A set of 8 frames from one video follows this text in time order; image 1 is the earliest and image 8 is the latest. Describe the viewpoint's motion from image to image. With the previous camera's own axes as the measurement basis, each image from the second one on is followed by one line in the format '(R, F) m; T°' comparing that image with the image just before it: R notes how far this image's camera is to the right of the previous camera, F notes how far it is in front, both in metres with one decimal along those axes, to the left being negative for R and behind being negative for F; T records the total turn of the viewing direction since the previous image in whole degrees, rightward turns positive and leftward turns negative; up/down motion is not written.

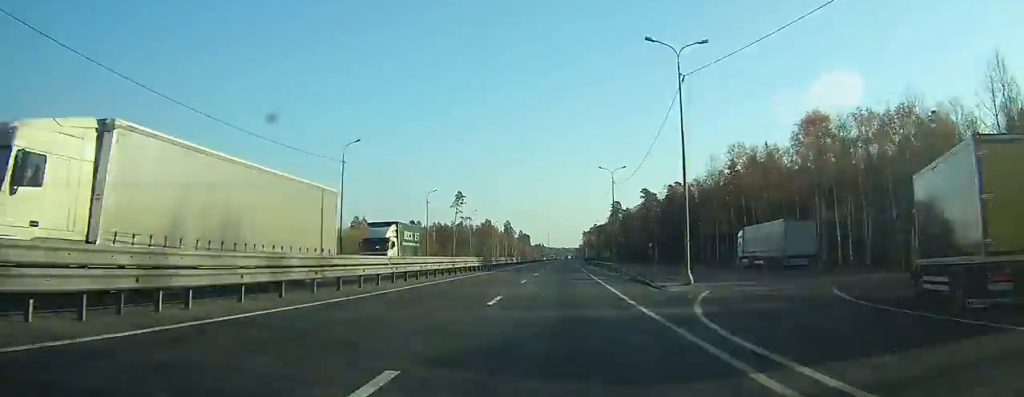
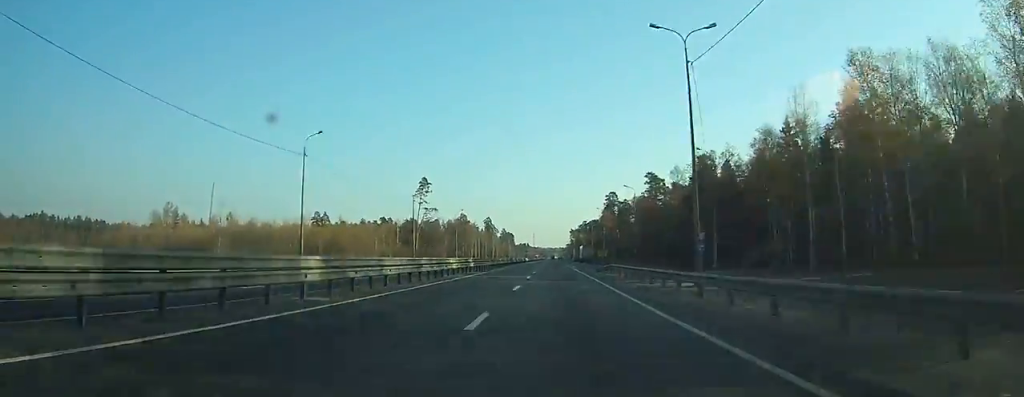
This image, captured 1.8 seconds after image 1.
(+0.6, +41.3) m; +1°
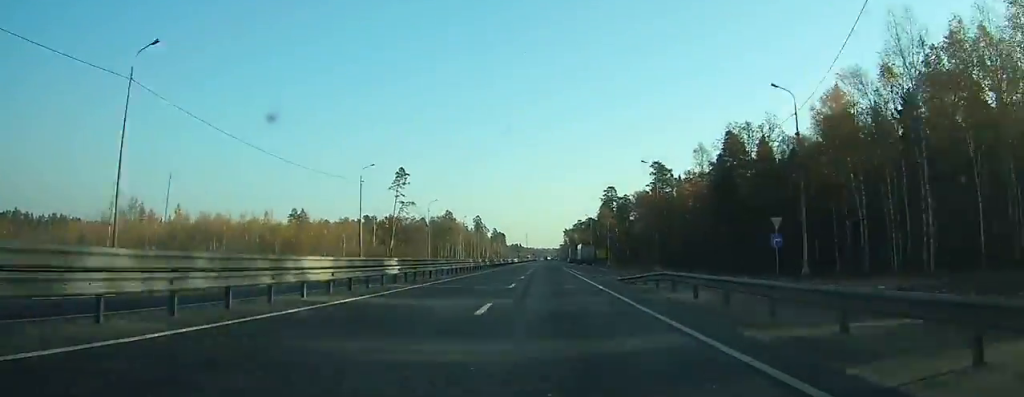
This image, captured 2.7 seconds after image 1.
(+0.1, +21.5) m; 0°
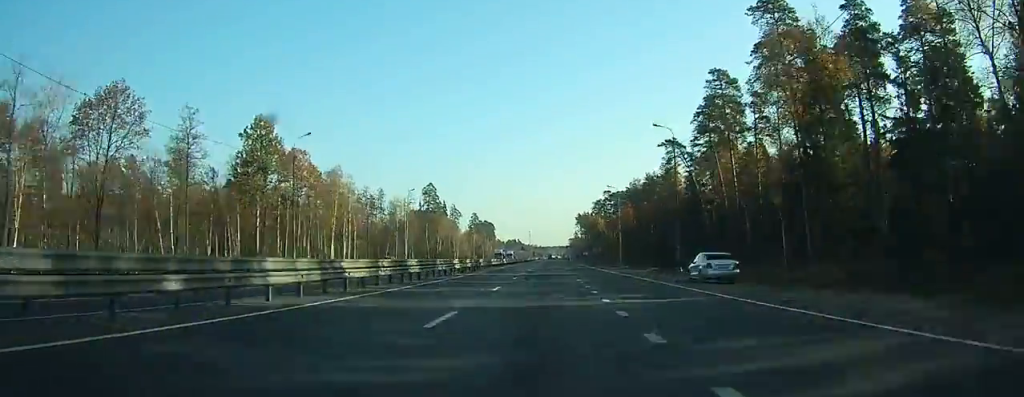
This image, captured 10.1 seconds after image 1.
(+0.8, +169.5) m; 0°
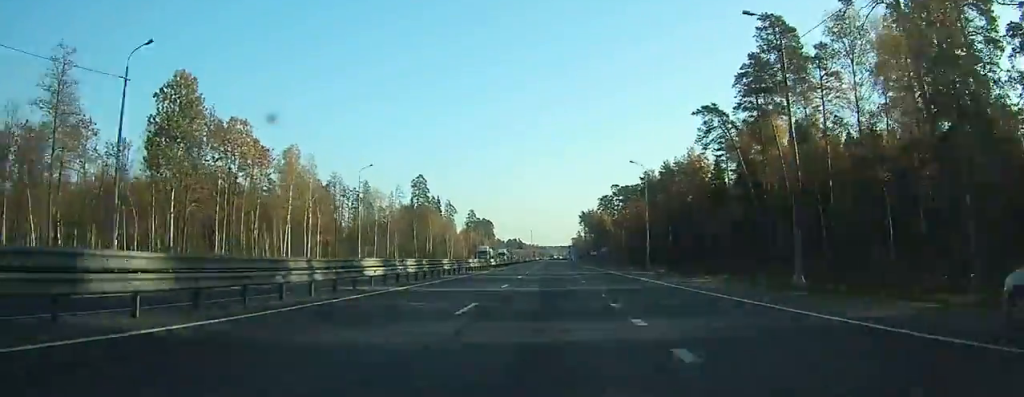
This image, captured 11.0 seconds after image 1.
(0.0, +21.6) m; 0°
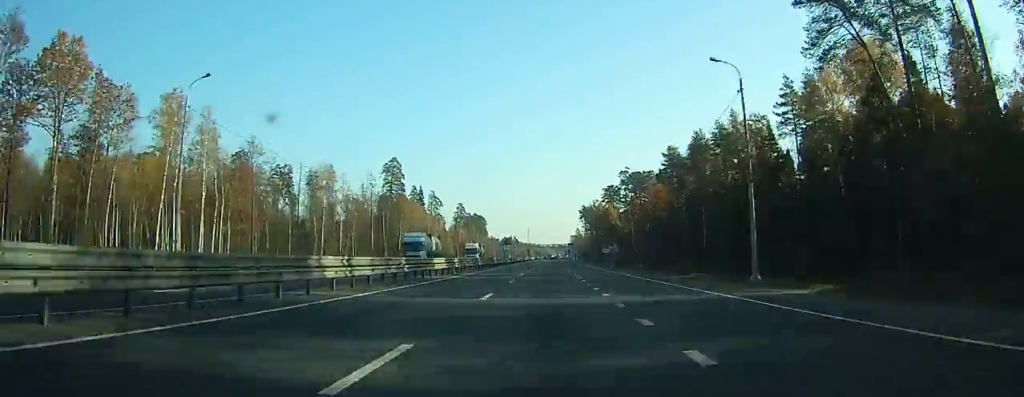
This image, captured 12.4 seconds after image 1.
(0.0, +32.4) m; 0°
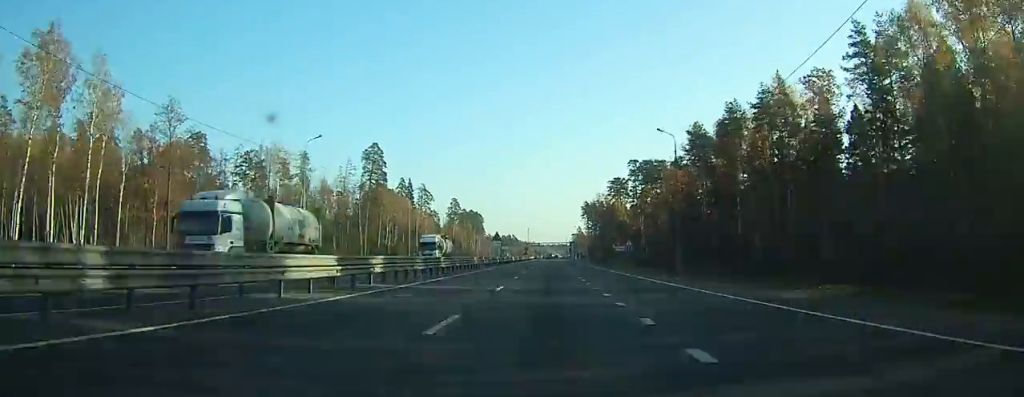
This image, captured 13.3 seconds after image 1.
(-0.1, +20.0) m; 0°
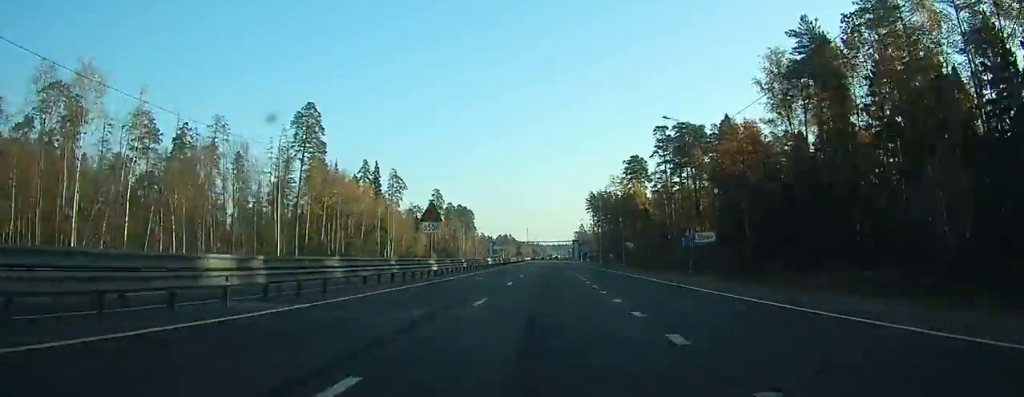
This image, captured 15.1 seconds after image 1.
(0.0, +42.8) m; 0°
